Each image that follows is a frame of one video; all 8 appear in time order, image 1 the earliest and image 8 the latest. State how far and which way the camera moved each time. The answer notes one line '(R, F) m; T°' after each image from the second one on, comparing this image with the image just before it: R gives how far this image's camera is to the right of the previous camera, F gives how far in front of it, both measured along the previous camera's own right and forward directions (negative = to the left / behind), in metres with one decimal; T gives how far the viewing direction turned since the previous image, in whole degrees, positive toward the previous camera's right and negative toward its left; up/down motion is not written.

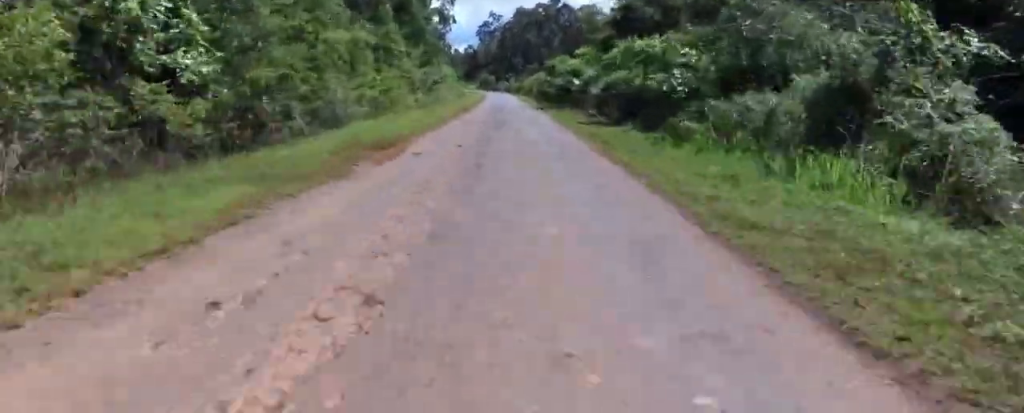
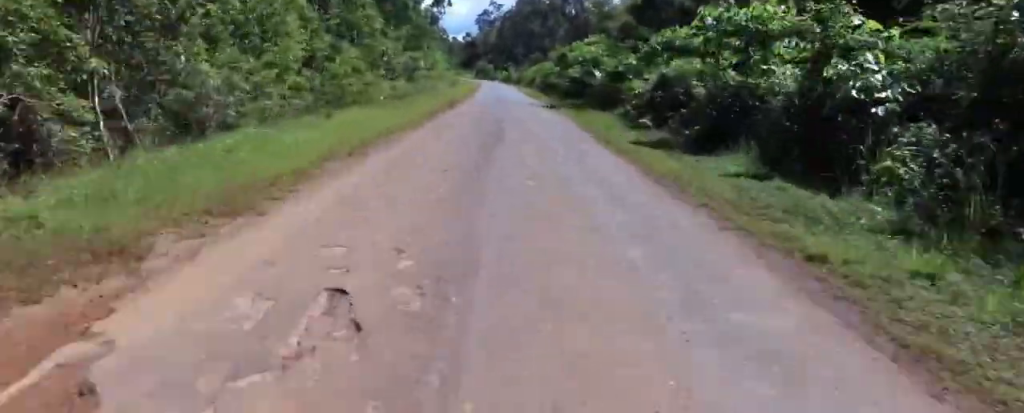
(-0.4, +10.1) m; -1°
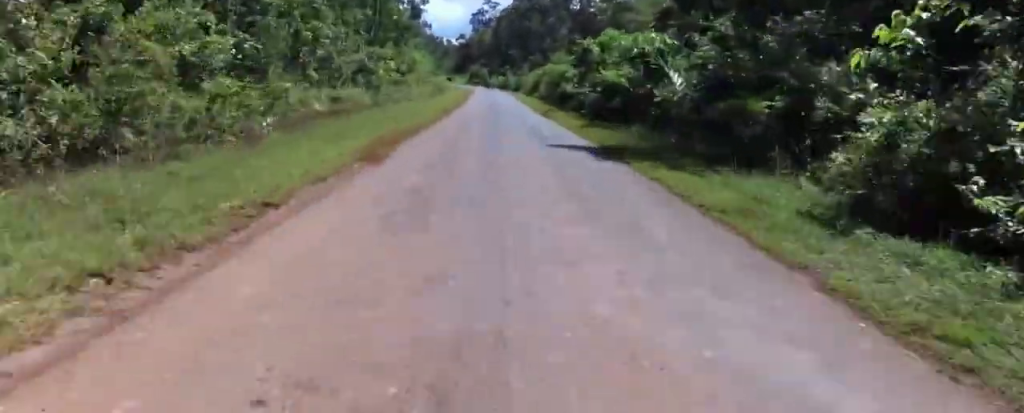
(-0.4, +16.0) m; -2°
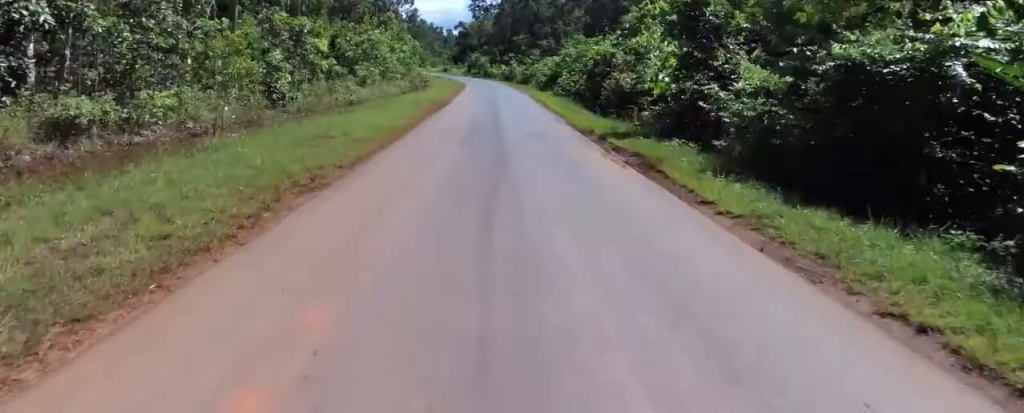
(0.0, +18.5) m; 0°
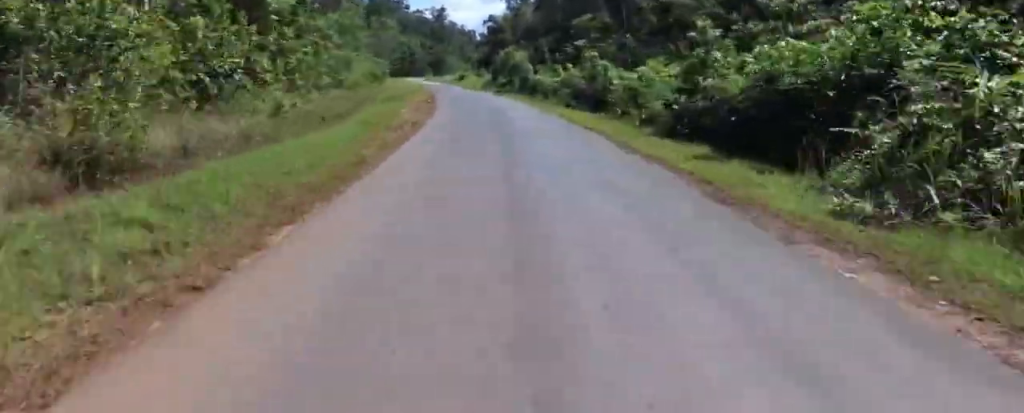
(-1.2, +55.5) m; -4°
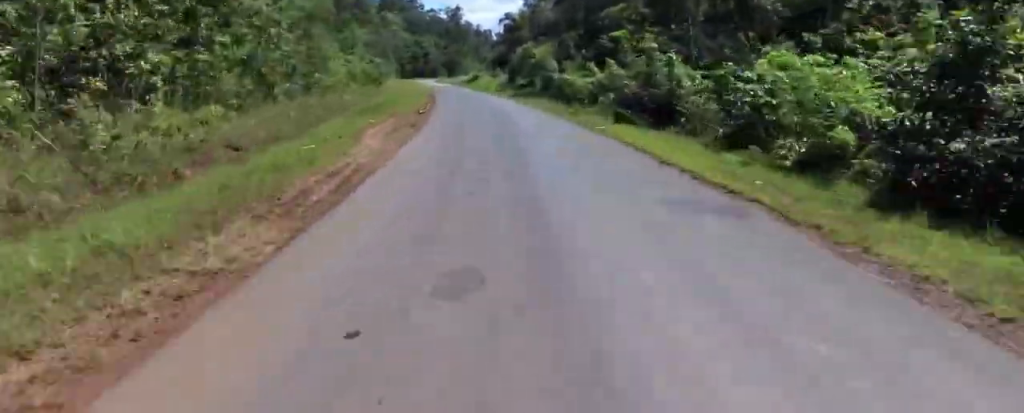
(+0.4, +9.3) m; -2°
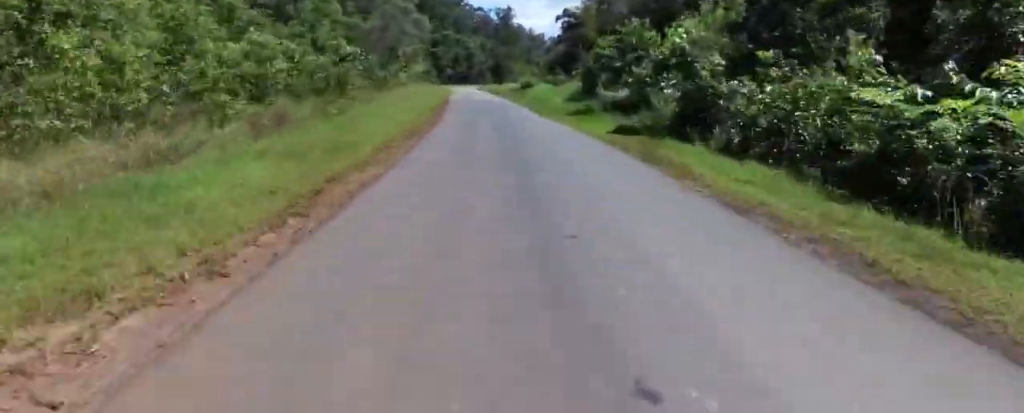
(-2.1, +25.3) m; -6°
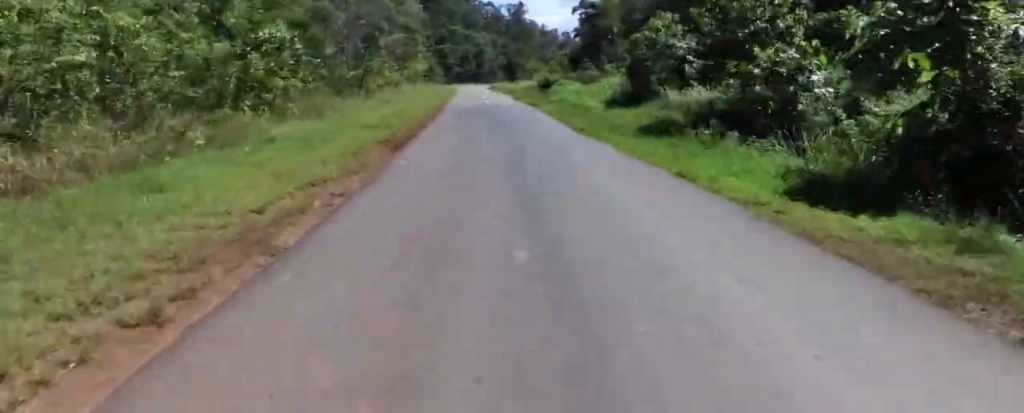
(-0.1, +10.7) m; 0°
